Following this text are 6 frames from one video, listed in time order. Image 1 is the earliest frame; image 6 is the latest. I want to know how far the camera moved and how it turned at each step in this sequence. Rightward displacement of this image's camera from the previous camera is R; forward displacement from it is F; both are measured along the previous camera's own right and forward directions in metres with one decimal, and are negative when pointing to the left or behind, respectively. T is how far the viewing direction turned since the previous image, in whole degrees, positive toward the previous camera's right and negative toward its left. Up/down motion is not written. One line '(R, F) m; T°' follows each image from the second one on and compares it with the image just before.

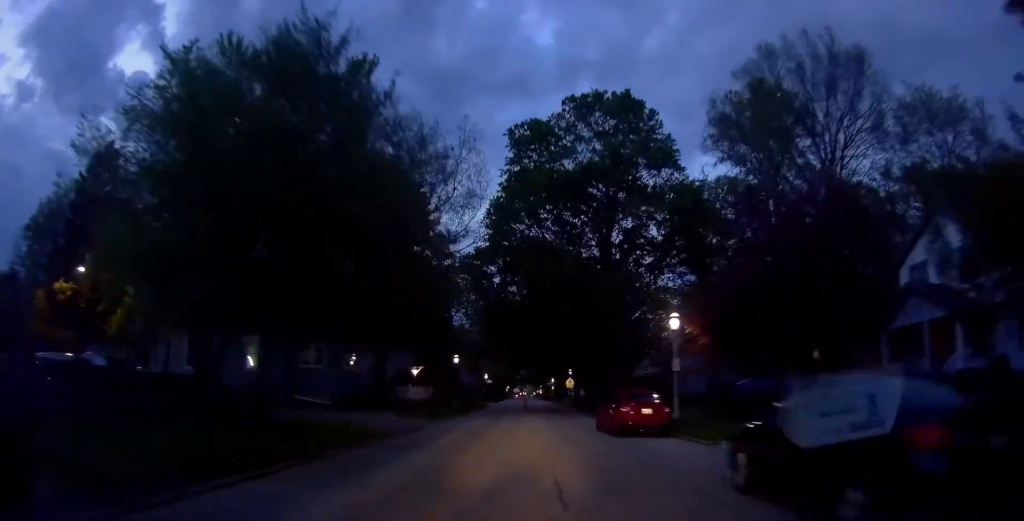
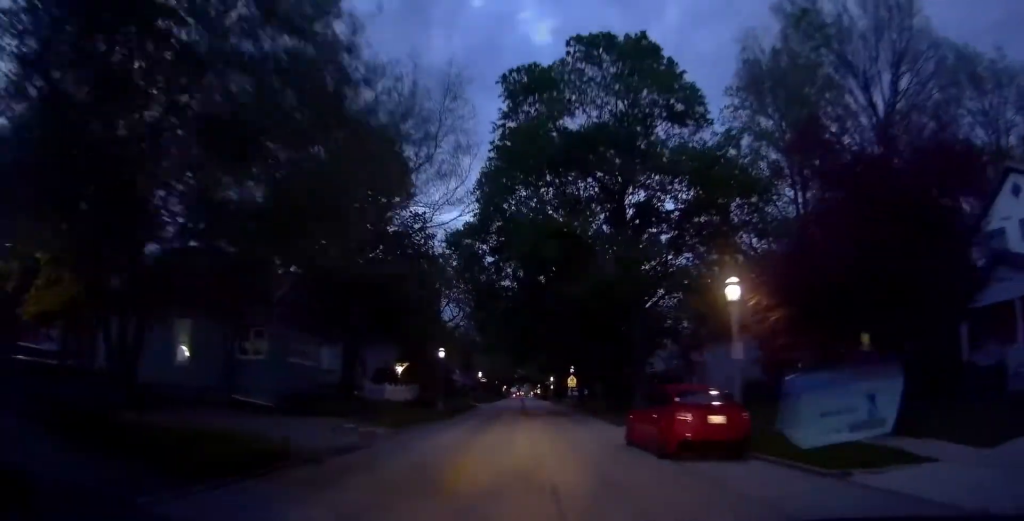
(+0.4, +6.5) m; +3°
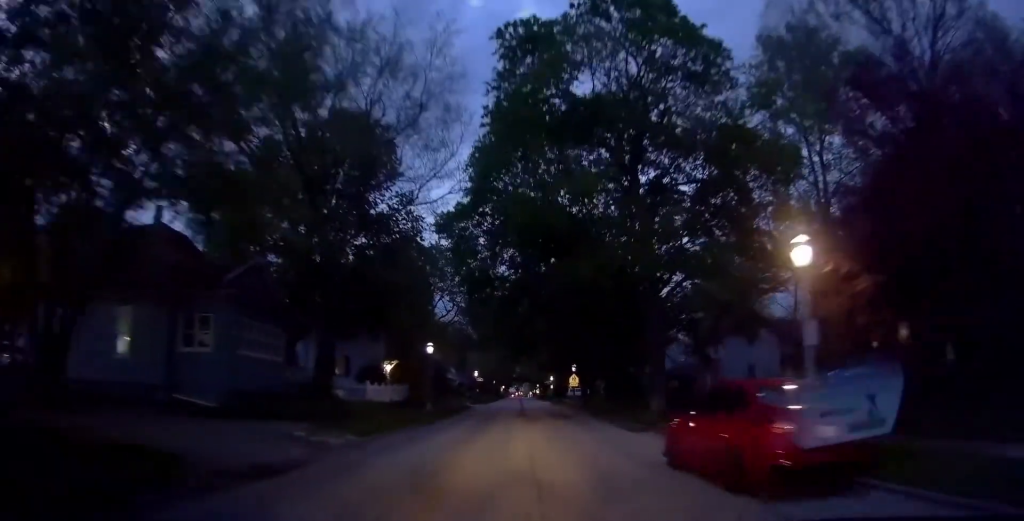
(0.0, +4.5) m; 0°
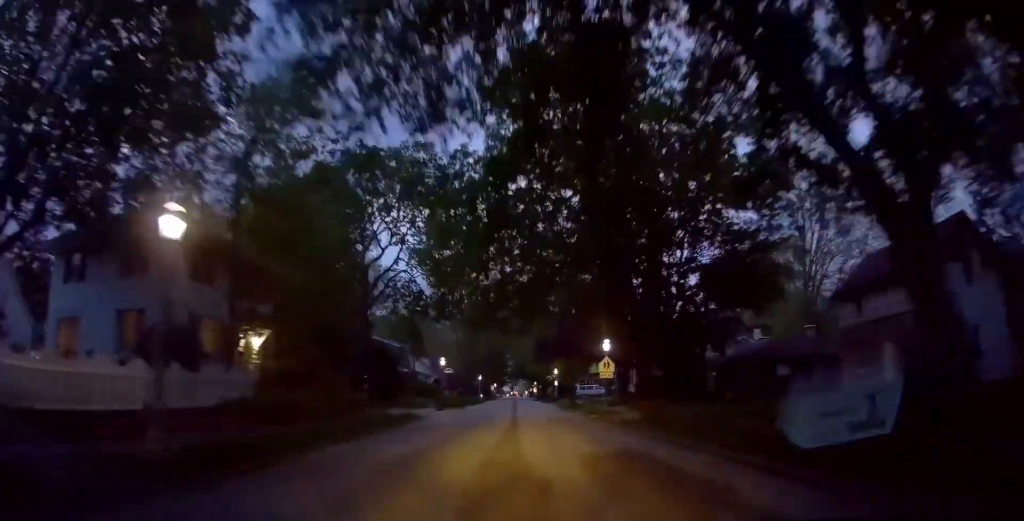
(0.0, +26.4) m; 0°
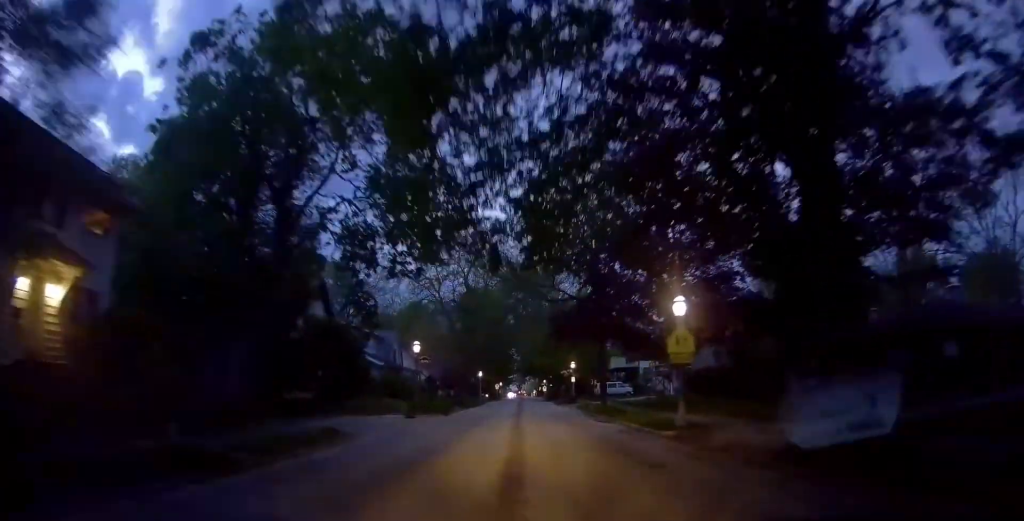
(0.0, +14.6) m; 0°
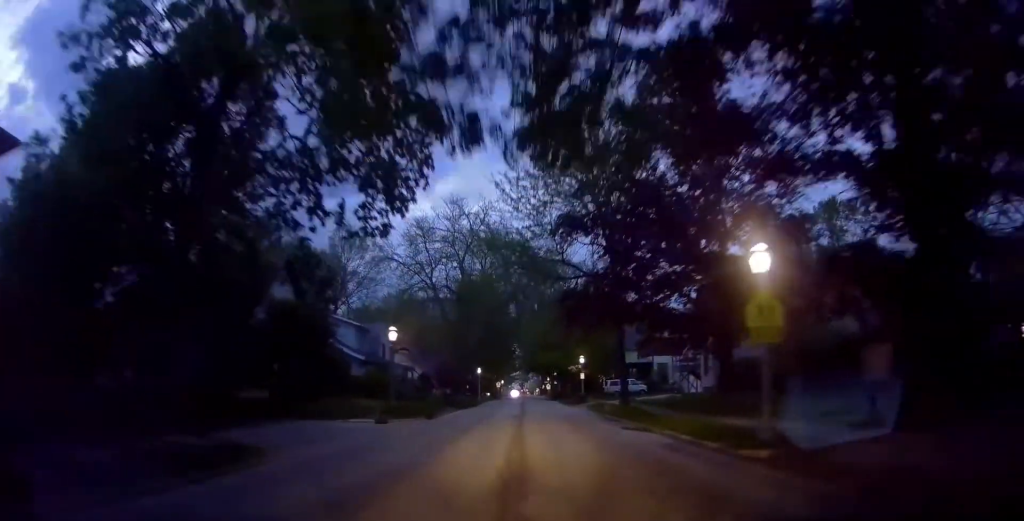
(0.0, +6.8) m; 0°
